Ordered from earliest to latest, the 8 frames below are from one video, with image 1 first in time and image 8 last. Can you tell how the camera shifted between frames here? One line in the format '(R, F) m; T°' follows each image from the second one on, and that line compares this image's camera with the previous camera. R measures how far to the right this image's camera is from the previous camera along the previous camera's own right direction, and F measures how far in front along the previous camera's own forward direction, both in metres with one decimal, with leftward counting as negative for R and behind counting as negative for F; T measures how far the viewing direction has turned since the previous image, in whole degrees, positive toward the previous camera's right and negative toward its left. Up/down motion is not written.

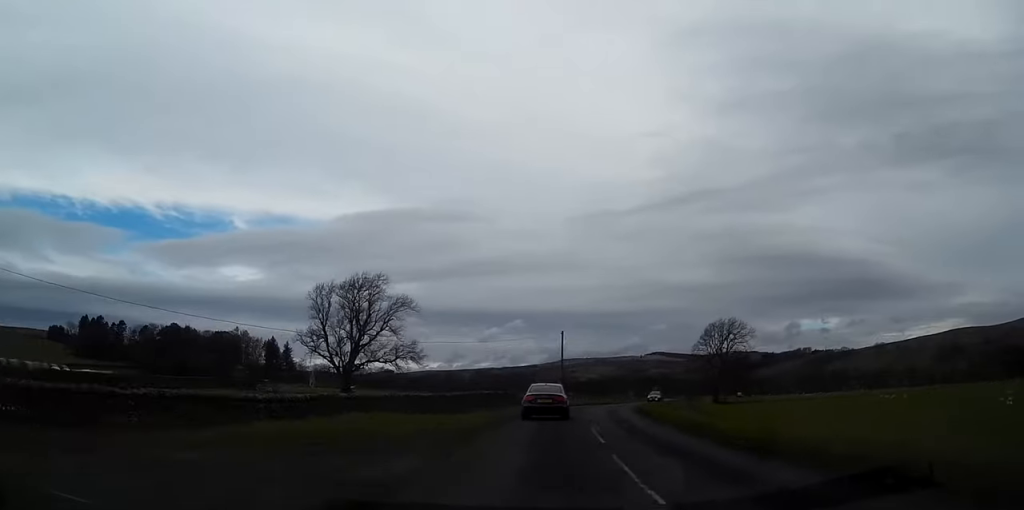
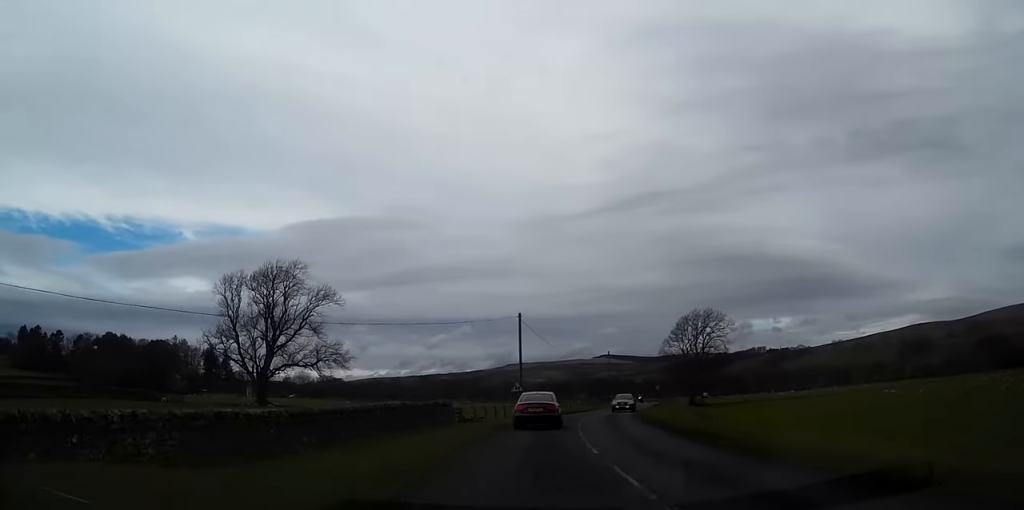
(+0.5, +19.2) m; +4°
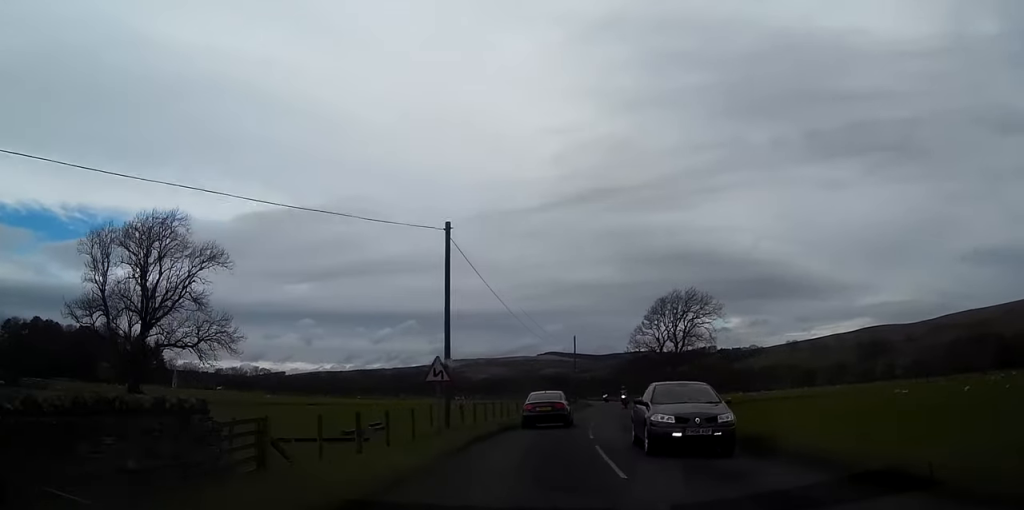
(+1.1, +23.9) m; +5°
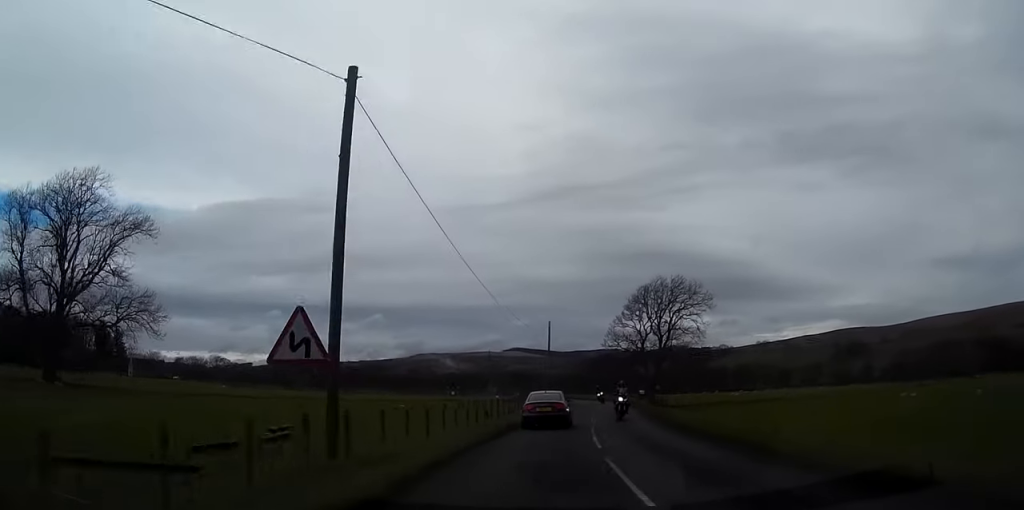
(+0.3, +11.5) m; +2°
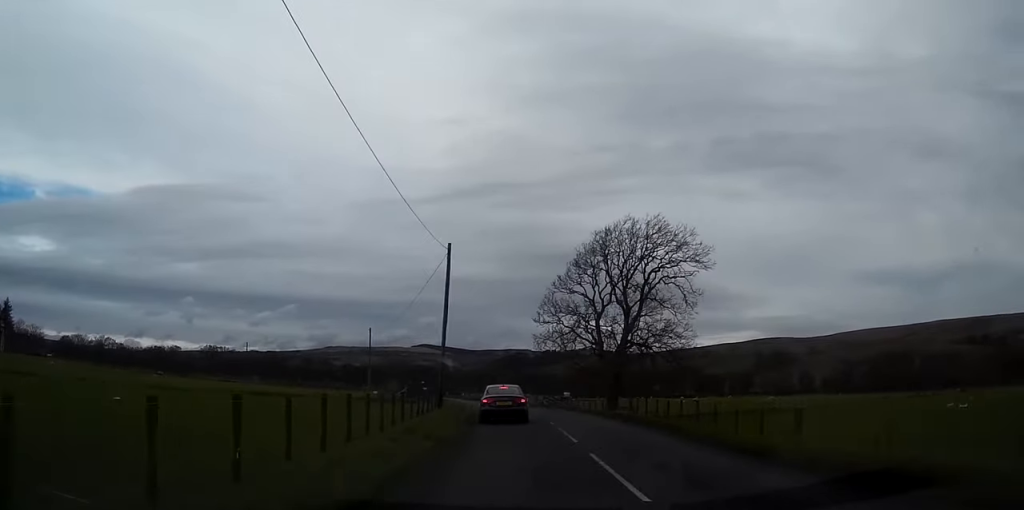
(+2.1, +35.9) m; +6°
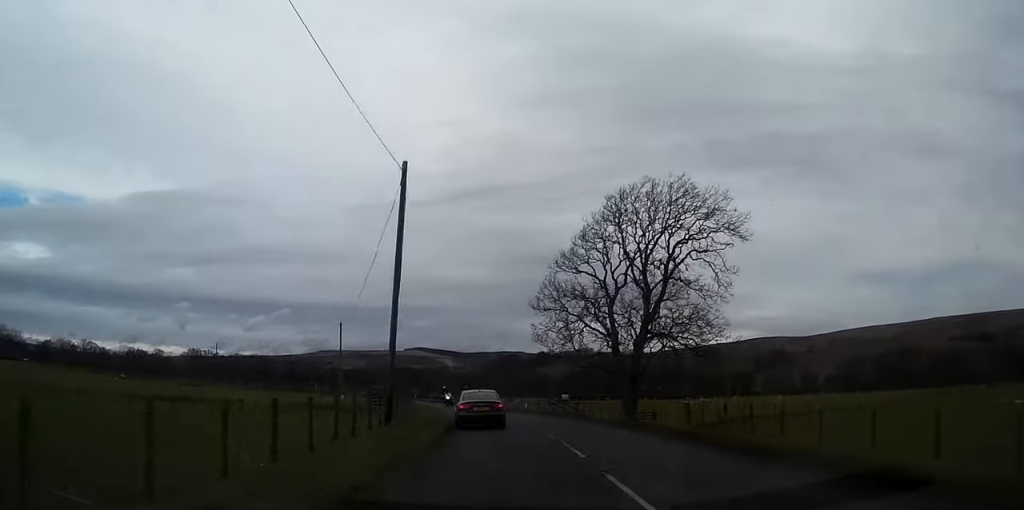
(+0.3, +12.5) m; +1°
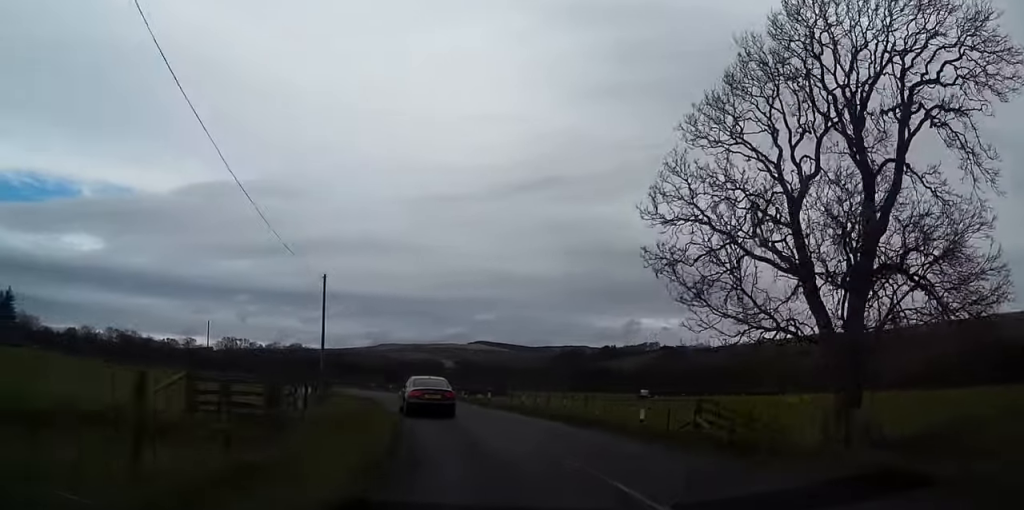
(-0.8, +27.8) m; -5°
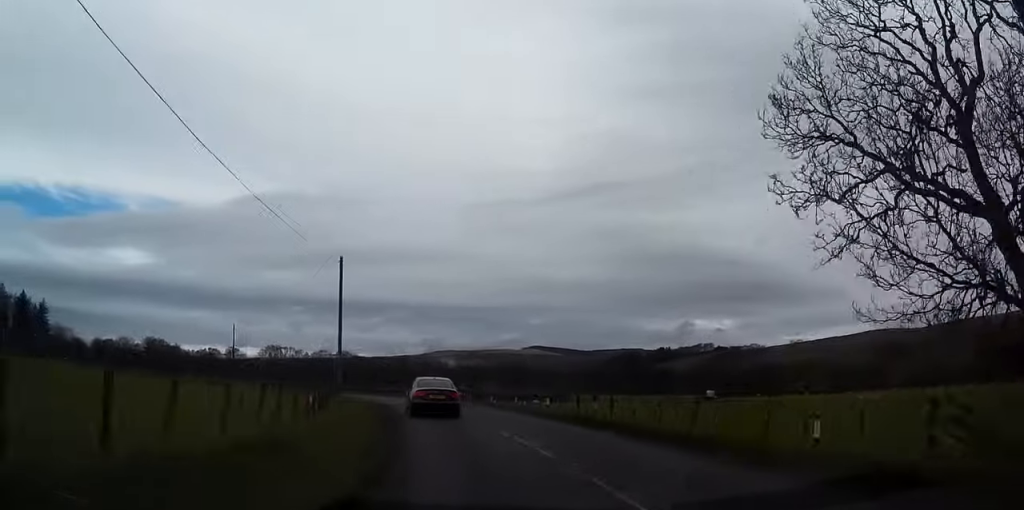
(-0.1, +9.5) m; -3°
